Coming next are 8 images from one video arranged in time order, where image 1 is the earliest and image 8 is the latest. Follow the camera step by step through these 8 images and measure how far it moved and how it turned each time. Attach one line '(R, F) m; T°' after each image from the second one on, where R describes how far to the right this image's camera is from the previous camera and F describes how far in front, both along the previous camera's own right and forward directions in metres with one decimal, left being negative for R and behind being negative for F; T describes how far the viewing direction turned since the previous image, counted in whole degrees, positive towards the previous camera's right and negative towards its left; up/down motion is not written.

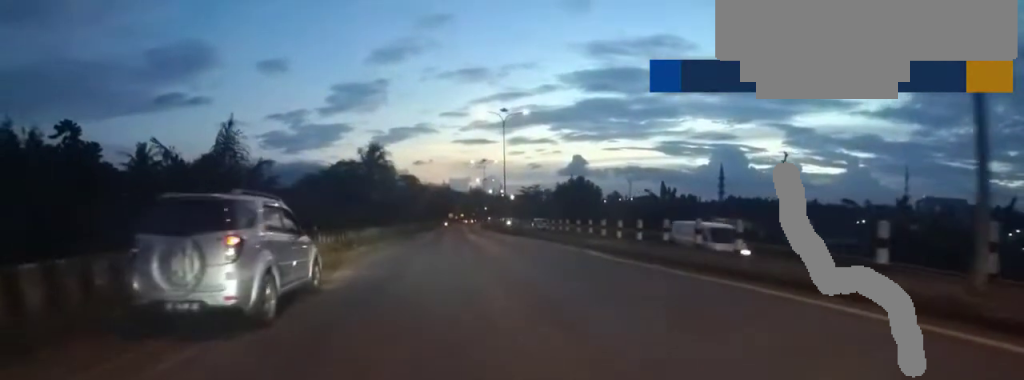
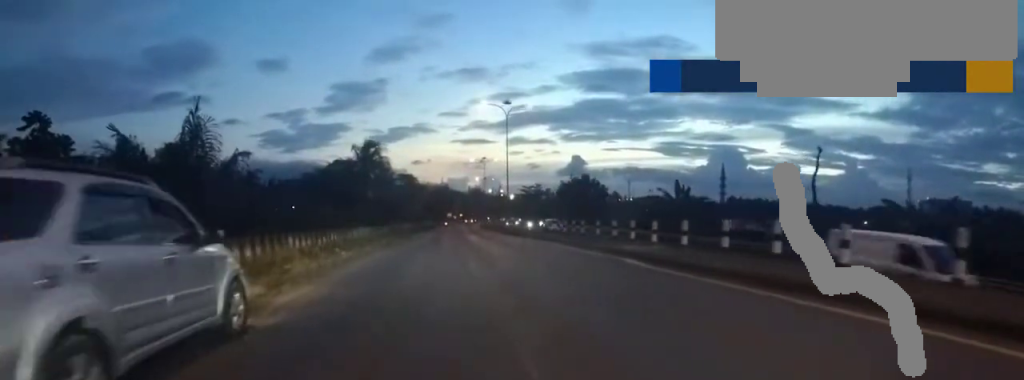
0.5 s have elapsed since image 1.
(0.0, +3.3) m; 0°
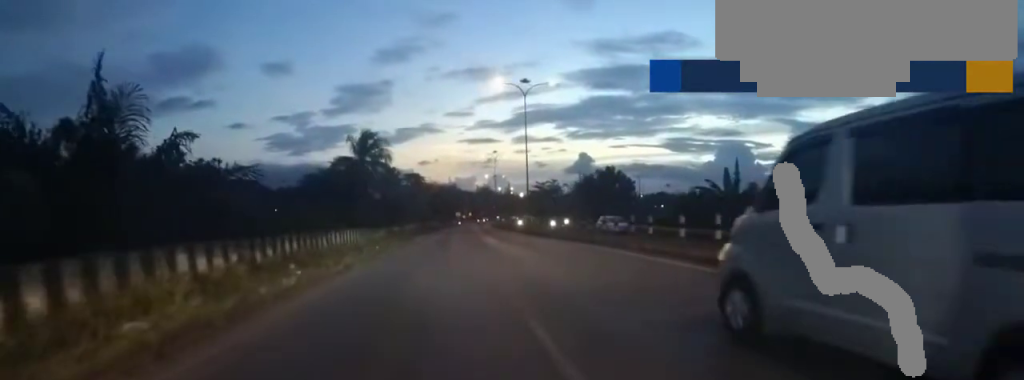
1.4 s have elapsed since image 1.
(0.0, +7.3) m; +4°
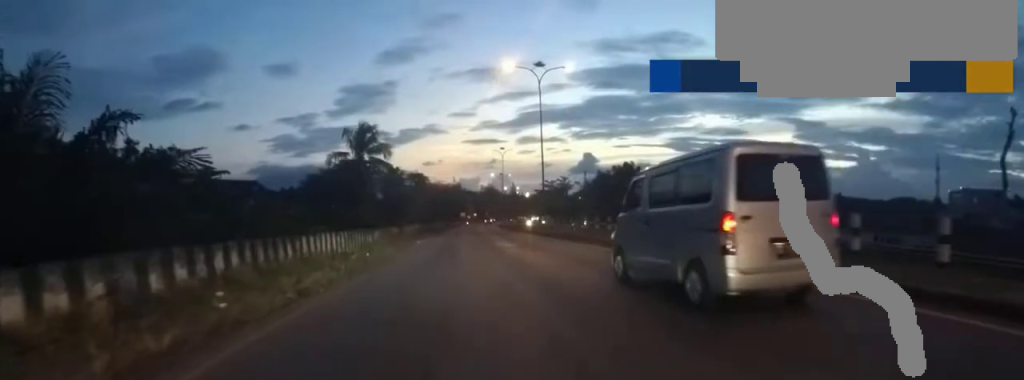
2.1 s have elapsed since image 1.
(+0.3, +5.0) m; 0°
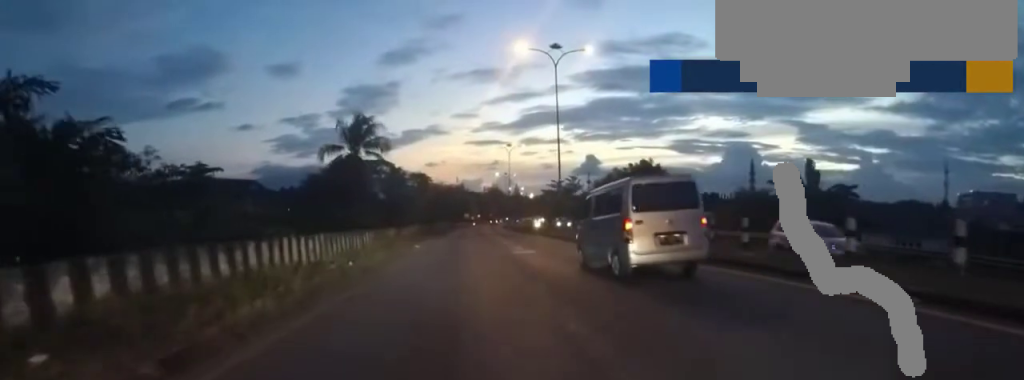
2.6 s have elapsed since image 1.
(+0.1, +4.5) m; 0°
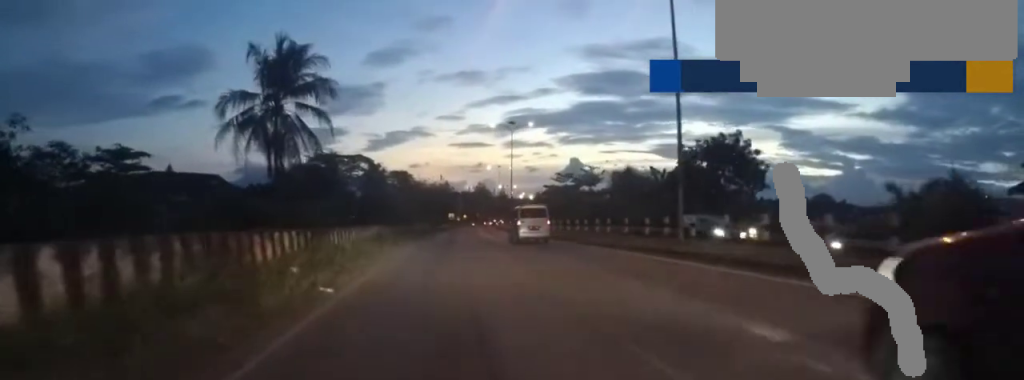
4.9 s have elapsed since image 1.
(-0.1, +18.9) m; 0°
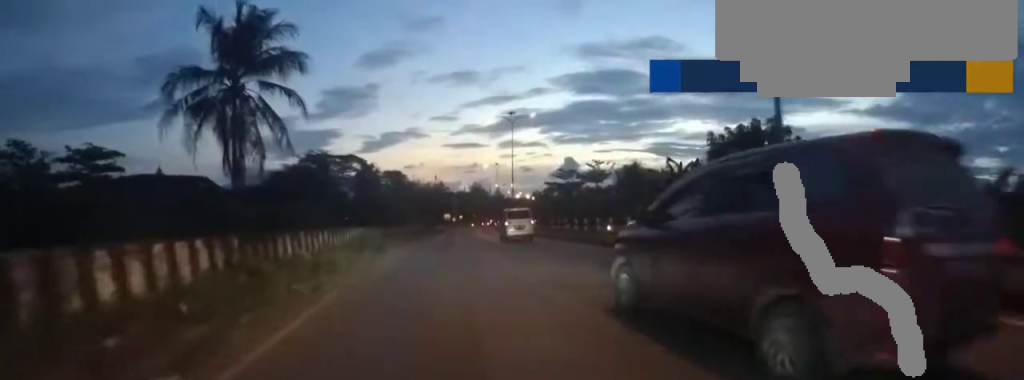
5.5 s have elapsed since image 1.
(-0.2, +5.1) m; 0°
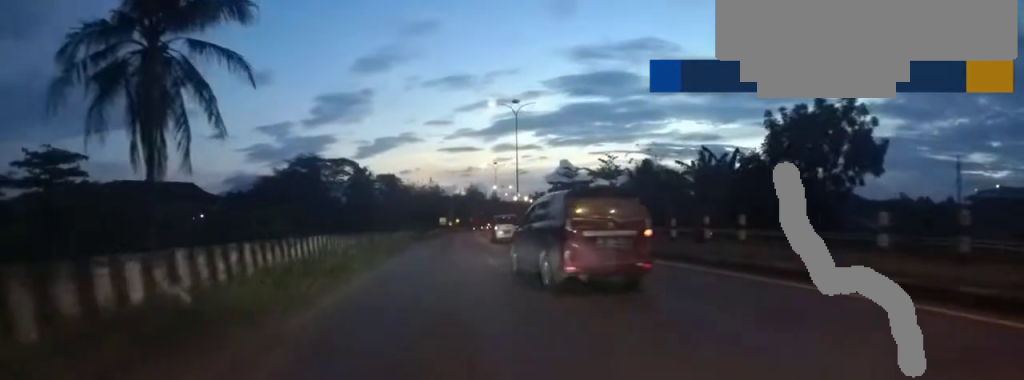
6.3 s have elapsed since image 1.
(+0.4, +6.6) m; 0°
